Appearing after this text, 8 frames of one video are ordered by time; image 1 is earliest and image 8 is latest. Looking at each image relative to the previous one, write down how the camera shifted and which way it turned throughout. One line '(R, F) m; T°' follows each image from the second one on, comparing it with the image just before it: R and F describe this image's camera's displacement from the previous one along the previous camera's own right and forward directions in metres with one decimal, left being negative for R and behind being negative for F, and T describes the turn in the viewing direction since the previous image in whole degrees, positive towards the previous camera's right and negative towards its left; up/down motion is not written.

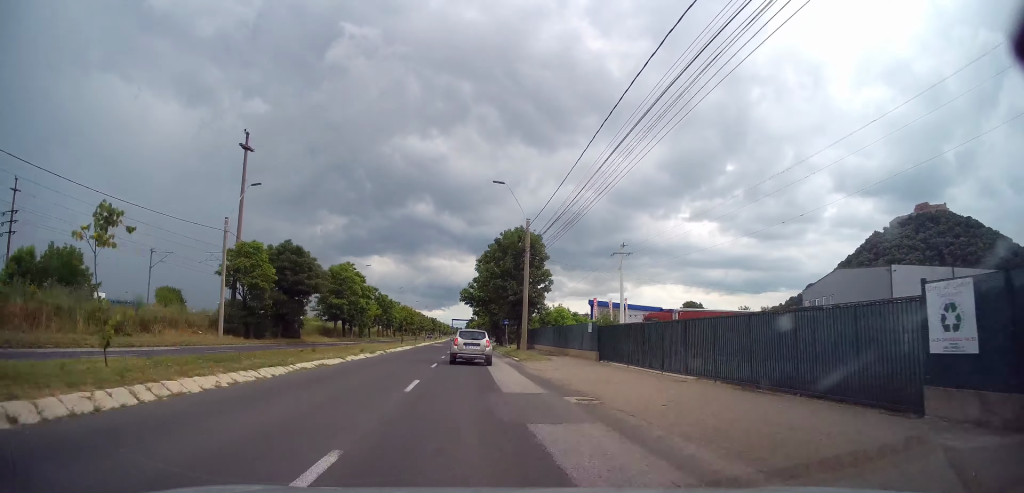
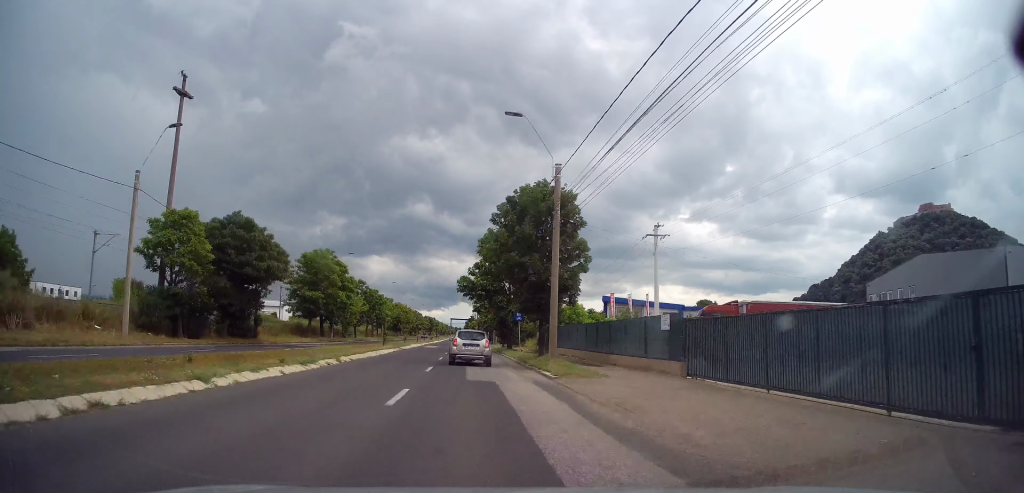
(0.0, +11.2) m; 0°
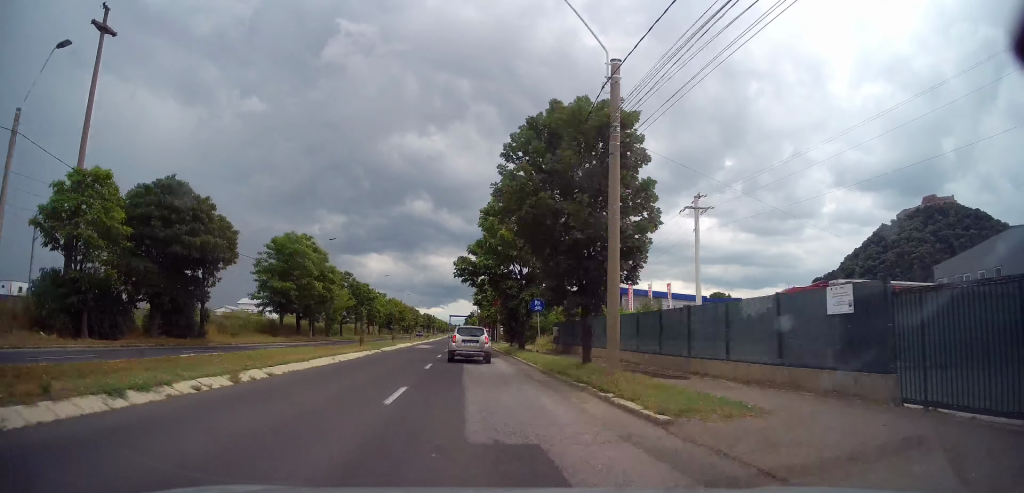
(0.0, +9.1) m; 0°
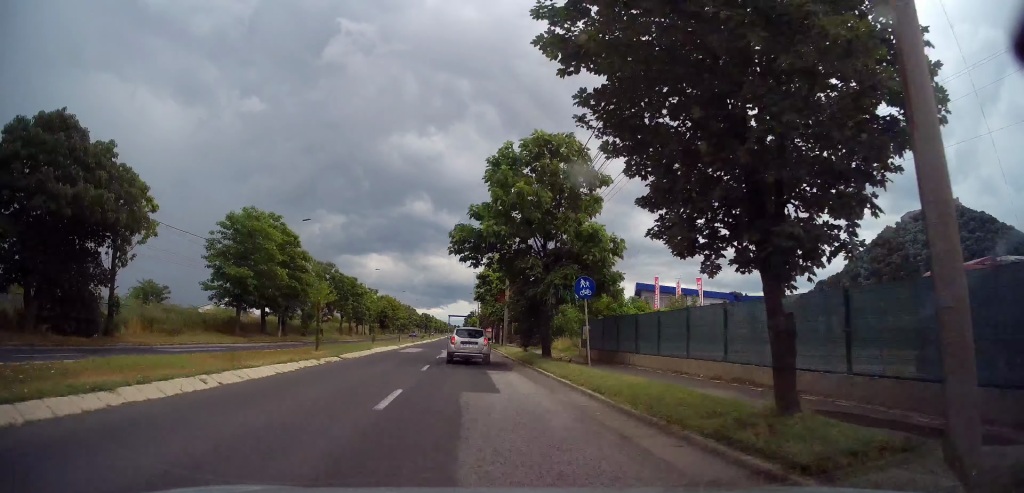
(0.0, +9.9) m; +1°
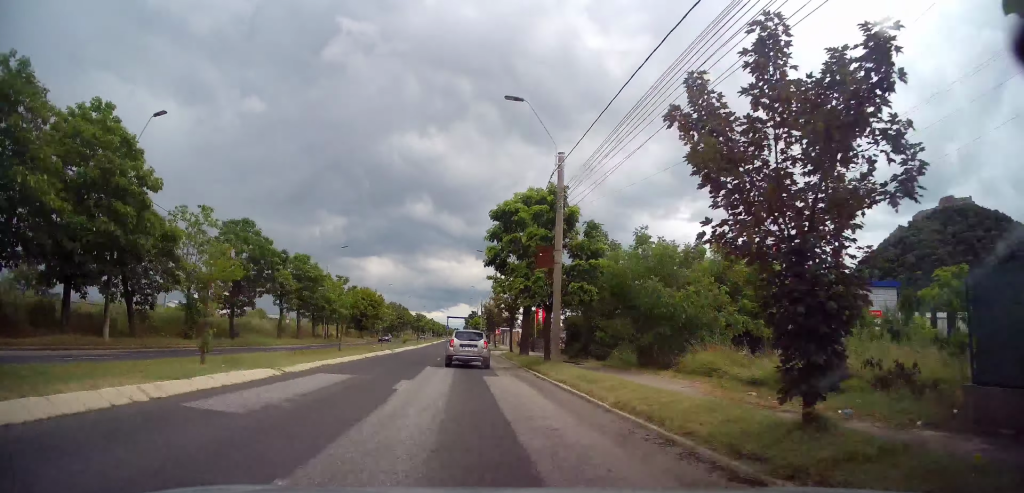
(+0.4, +25.4) m; +1°
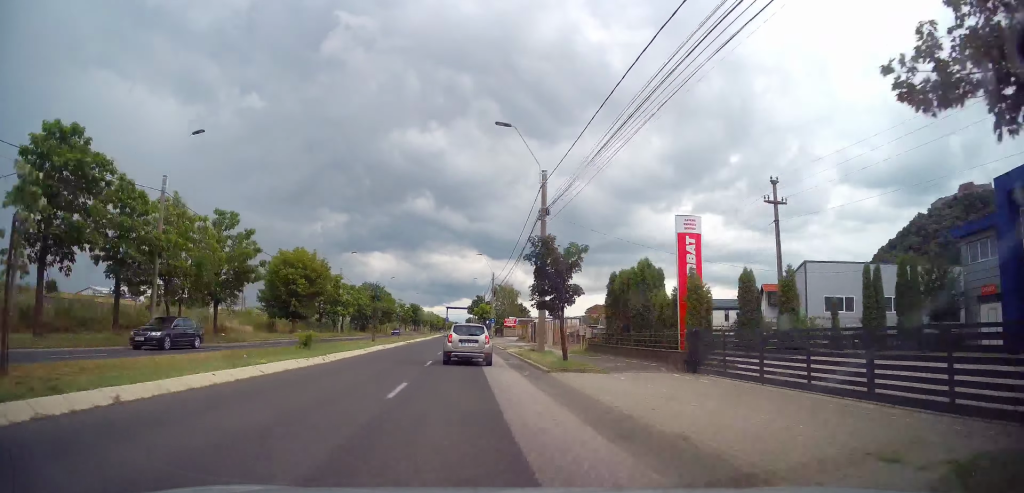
(-0.5, +36.8) m; -1°
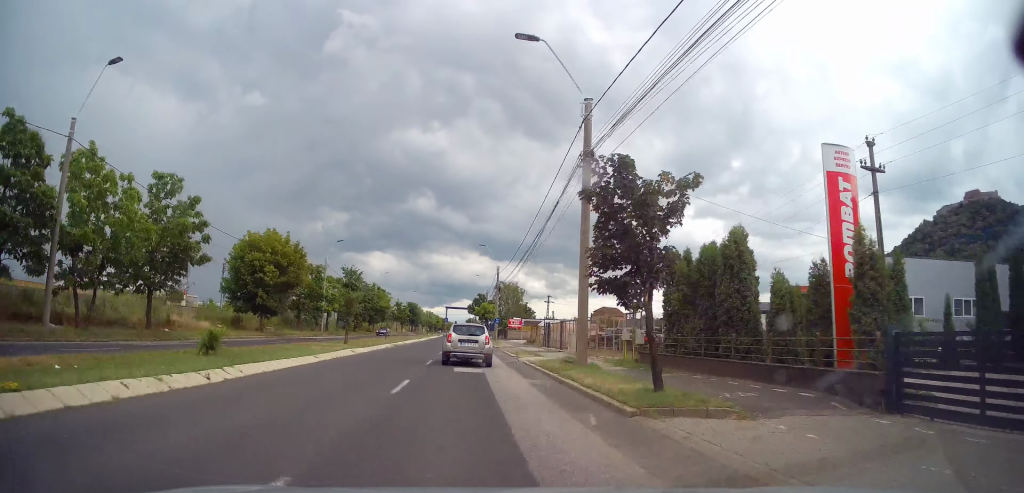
(0.0, +8.5) m; 0°
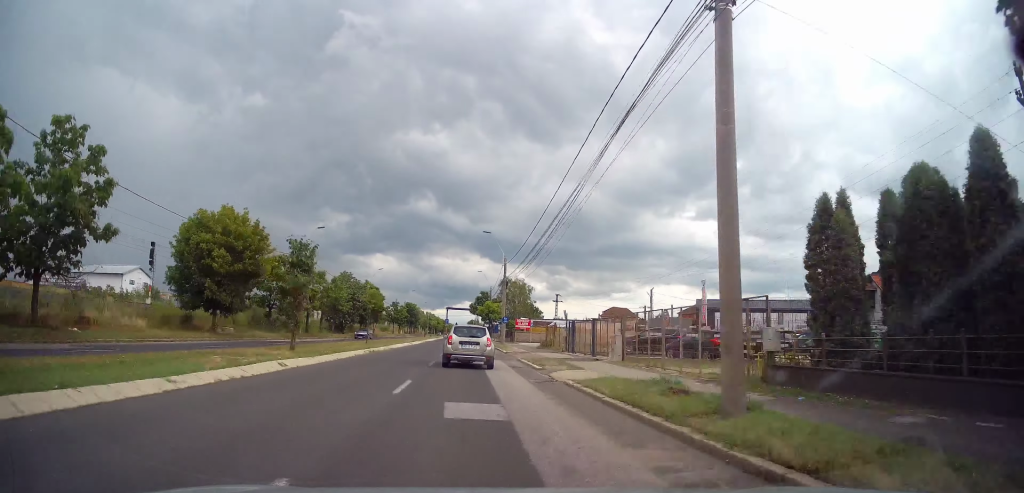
(-0.1, +9.2) m; 0°
